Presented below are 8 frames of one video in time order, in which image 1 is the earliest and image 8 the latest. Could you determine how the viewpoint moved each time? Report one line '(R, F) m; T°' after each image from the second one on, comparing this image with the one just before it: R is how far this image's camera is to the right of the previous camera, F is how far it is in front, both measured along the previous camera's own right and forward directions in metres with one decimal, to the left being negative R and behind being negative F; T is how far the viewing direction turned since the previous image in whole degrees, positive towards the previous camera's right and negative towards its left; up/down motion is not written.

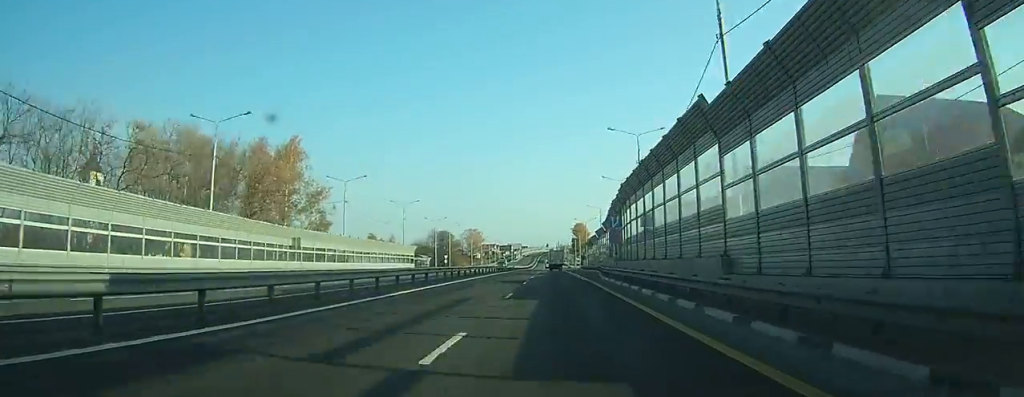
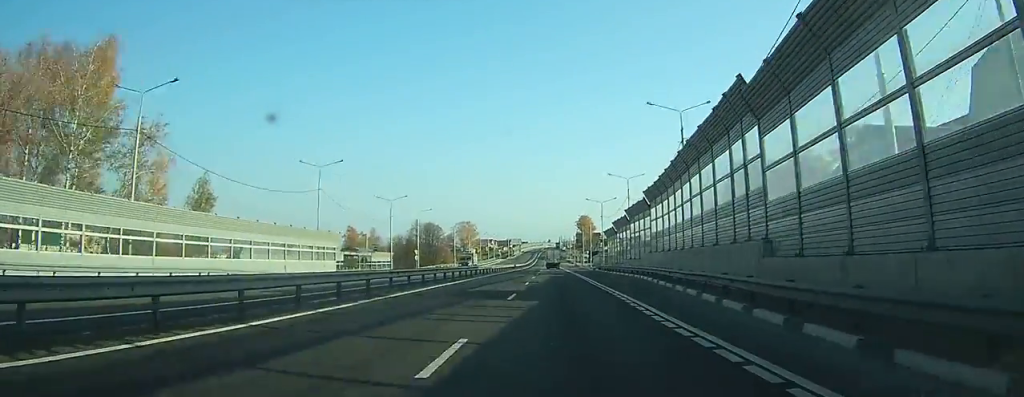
(+0.2, +36.9) m; 0°
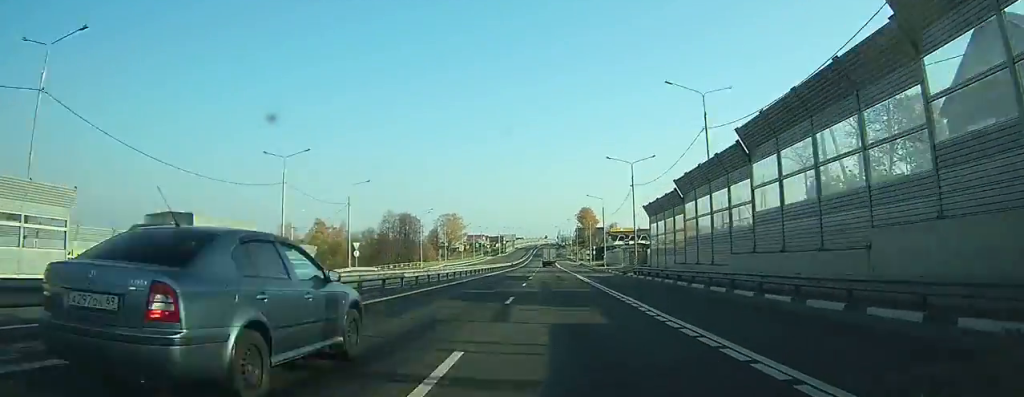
(0.0, +37.2) m; 0°
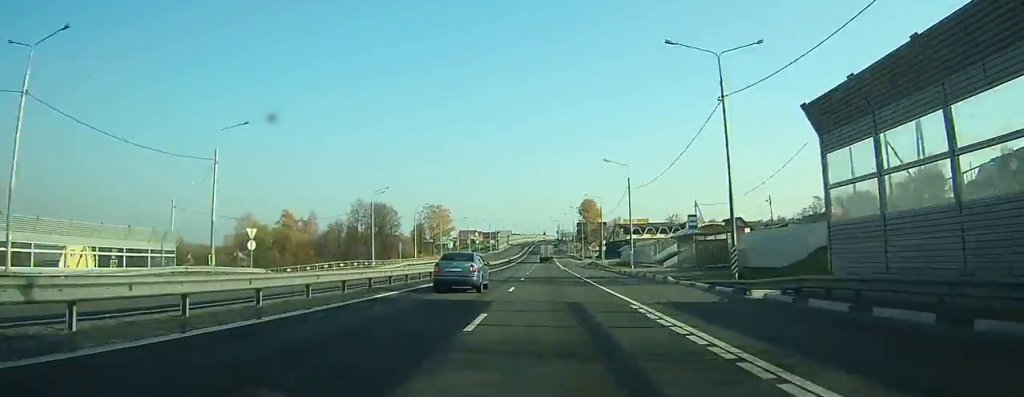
(0.0, +30.9) m; 0°
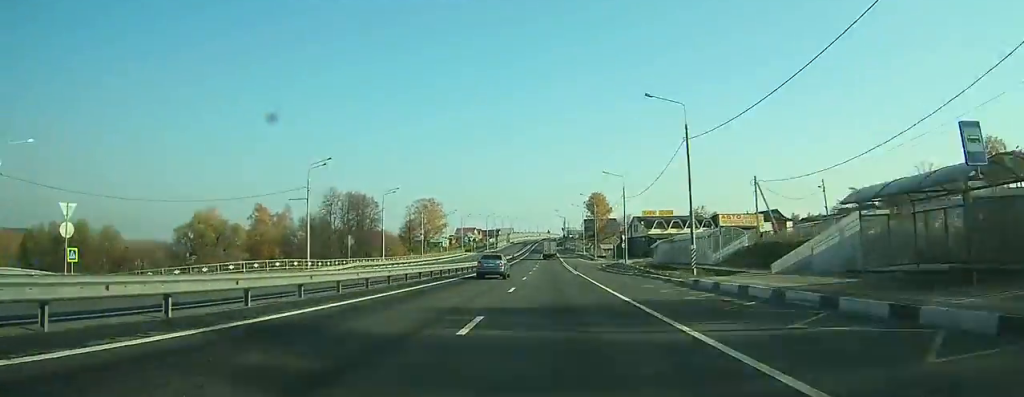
(0.0, +24.4) m; 0°
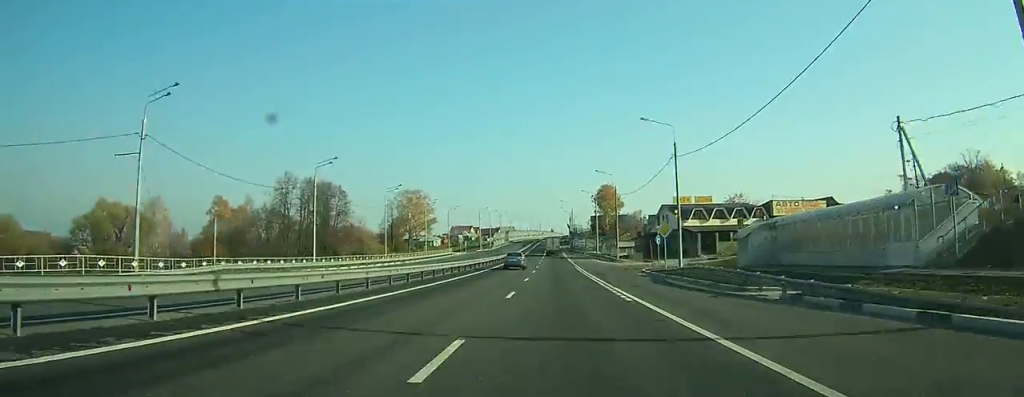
(0.0, +27.5) m; 0°
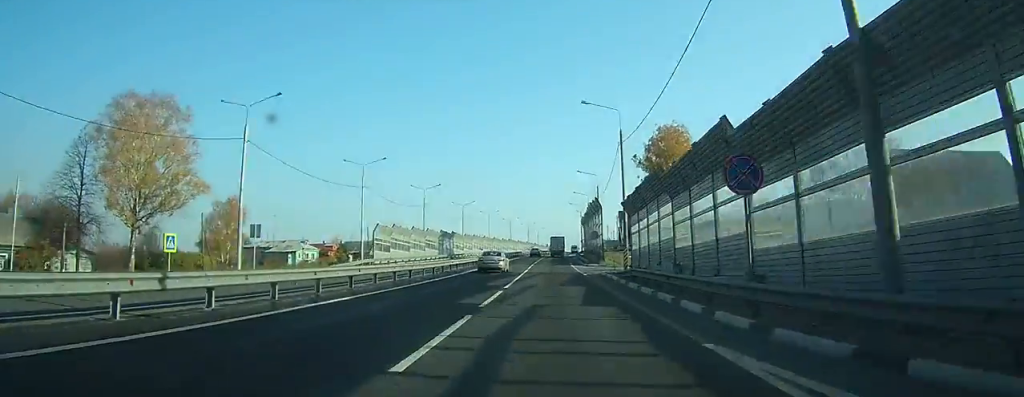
(0.0, +123.3) m; 0°
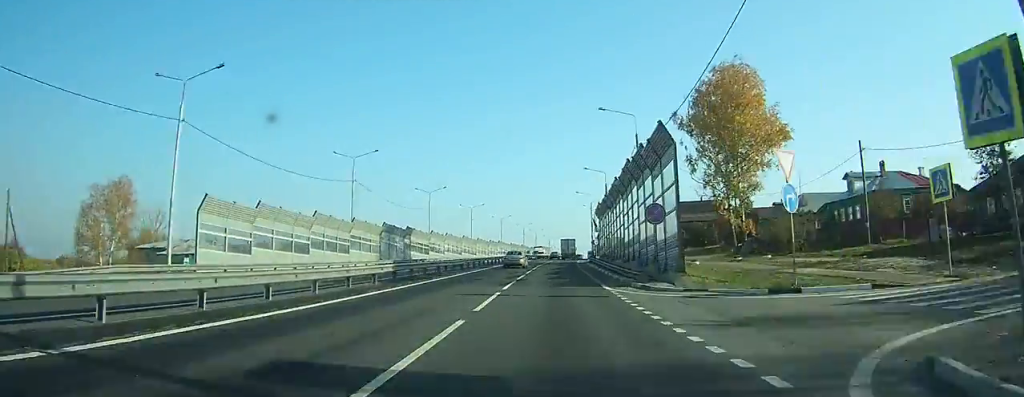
(0.0, +33.3) m; 0°
